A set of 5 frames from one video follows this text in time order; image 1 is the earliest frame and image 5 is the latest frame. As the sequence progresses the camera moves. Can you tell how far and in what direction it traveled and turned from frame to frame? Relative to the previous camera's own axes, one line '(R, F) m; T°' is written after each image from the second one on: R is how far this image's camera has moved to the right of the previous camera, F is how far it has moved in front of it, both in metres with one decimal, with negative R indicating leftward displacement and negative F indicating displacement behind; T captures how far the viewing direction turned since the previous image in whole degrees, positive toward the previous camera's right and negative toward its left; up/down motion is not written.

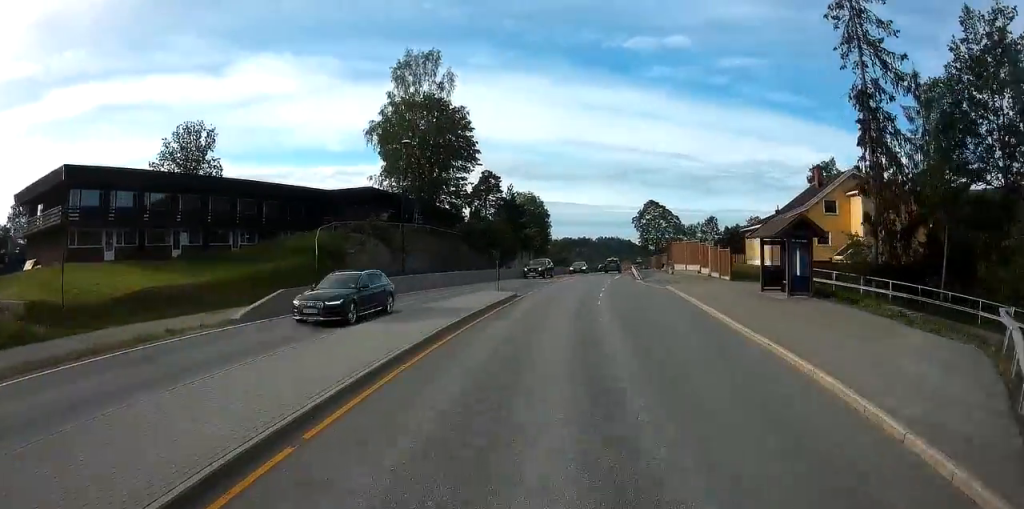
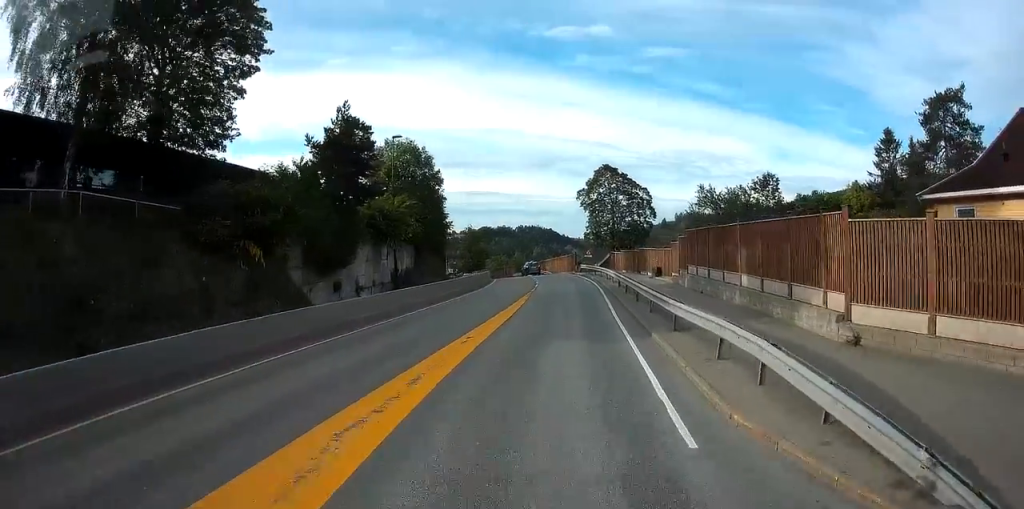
(+2.4, +36.6) m; +7°
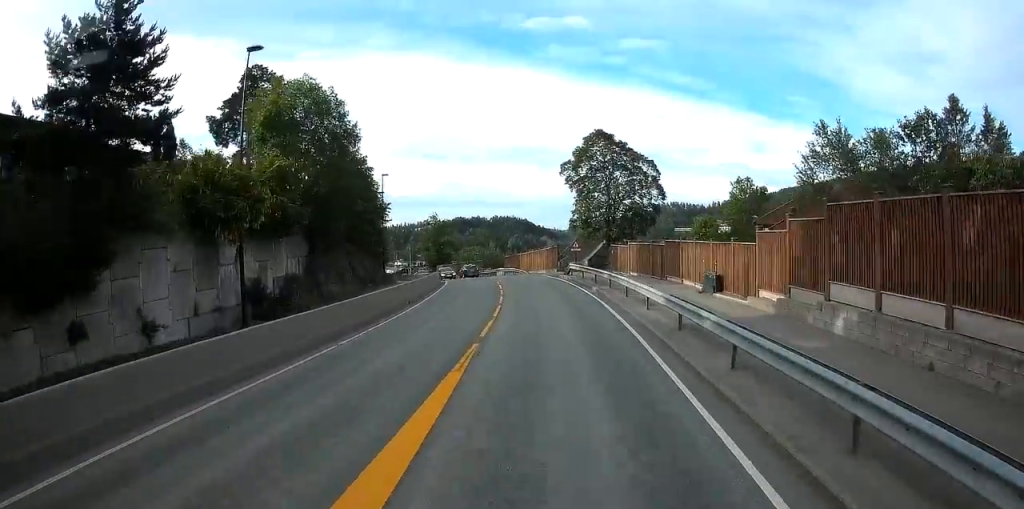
(+0.4, +17.3) m; +2°
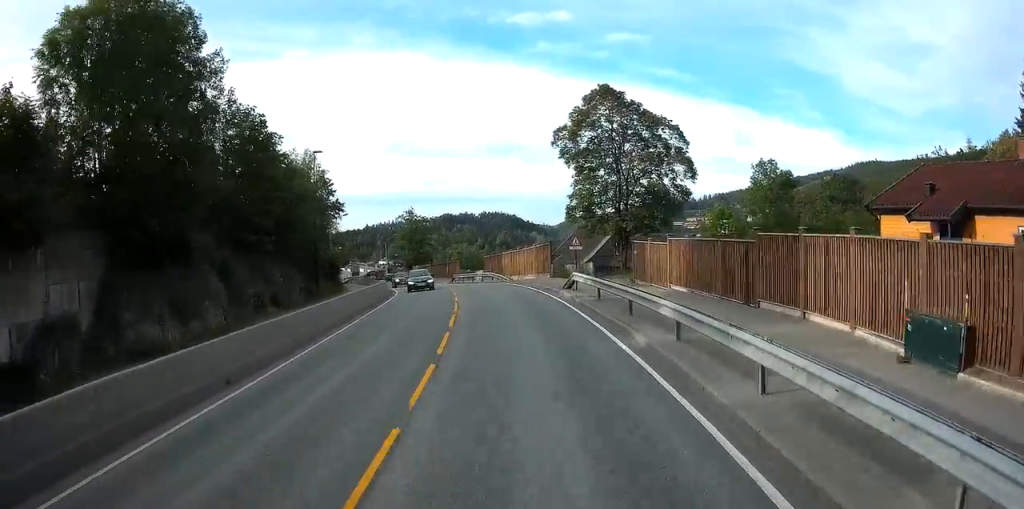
(+0.1, +14.1) m; 0°
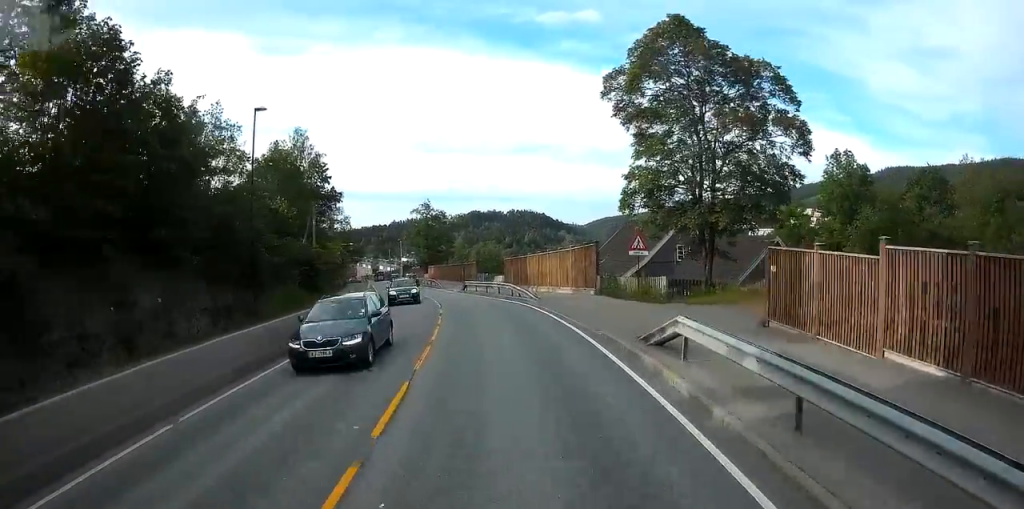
(-0.1, +13.2) m; -2°
